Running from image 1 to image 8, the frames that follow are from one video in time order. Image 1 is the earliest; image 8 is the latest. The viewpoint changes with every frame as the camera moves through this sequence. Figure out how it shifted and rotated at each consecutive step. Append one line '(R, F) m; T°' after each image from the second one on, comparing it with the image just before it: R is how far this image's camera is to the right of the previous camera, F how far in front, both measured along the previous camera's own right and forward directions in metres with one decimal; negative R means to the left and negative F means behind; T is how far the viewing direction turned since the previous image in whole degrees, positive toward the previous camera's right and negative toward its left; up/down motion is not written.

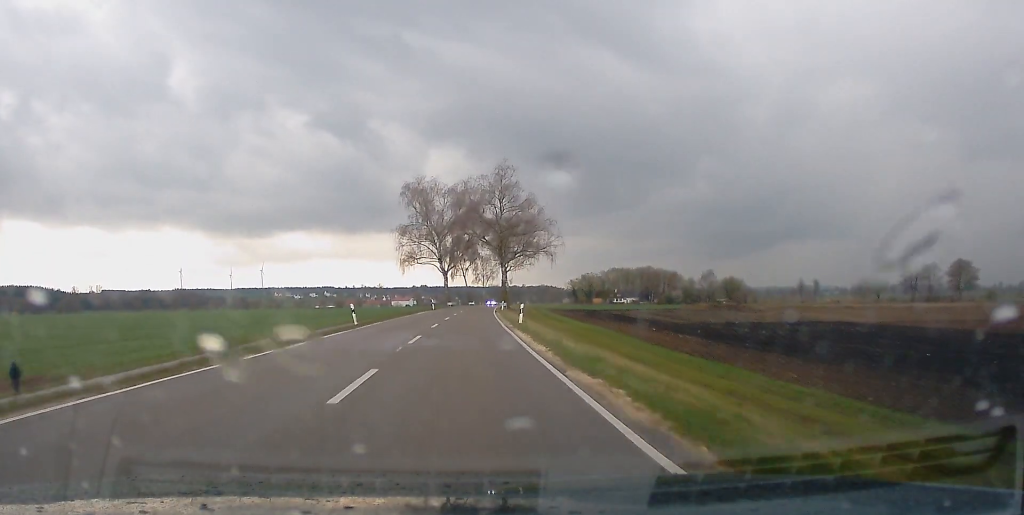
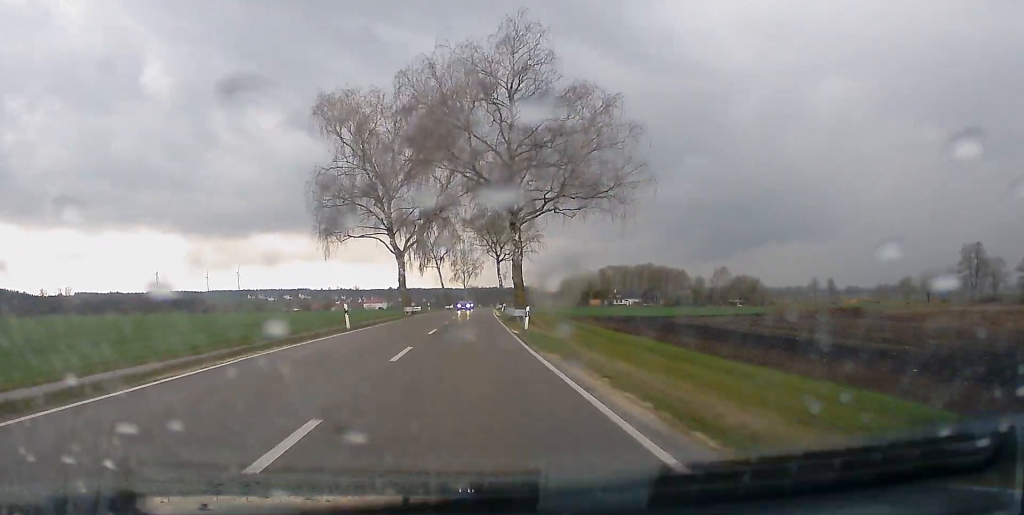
(+0.9, +53.2) m; +1°
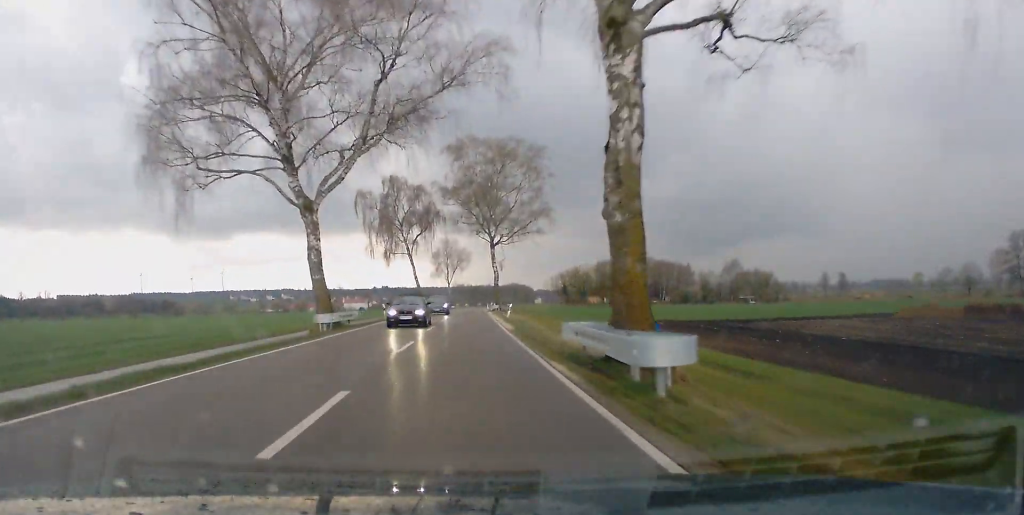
(0.0, +33.9) m; 0°
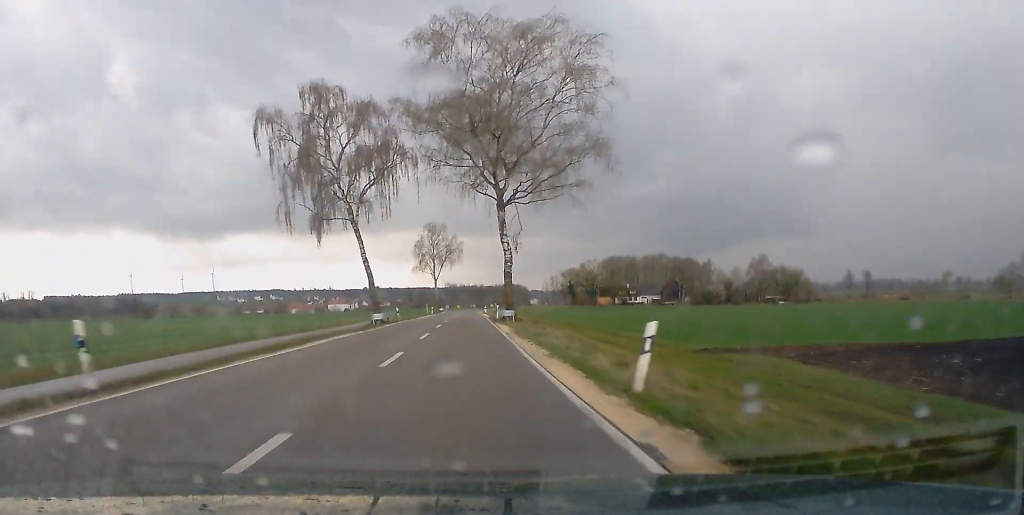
(+0.2, +40.8) m; +1°
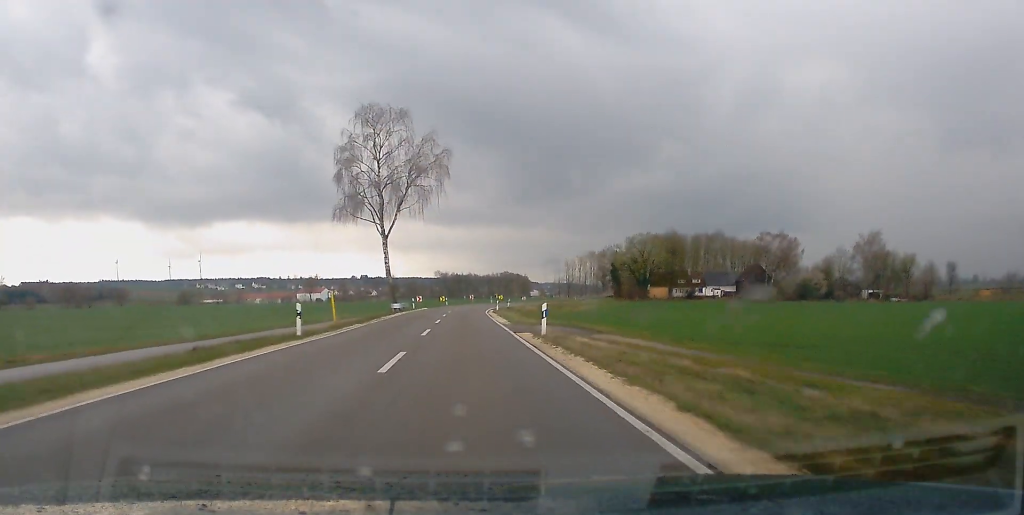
(+0.8, +85.6) m; +1°
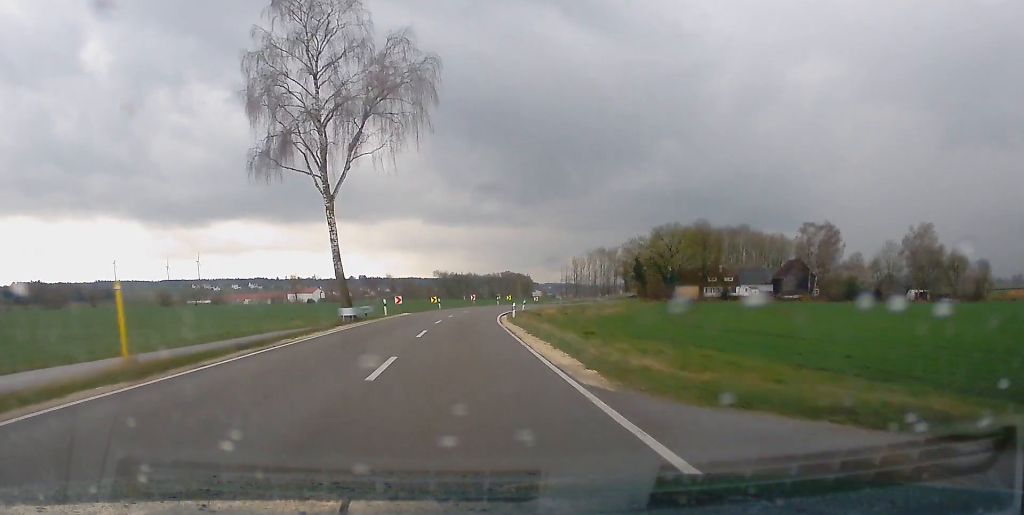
(+0.1, +25.3) m; +1°
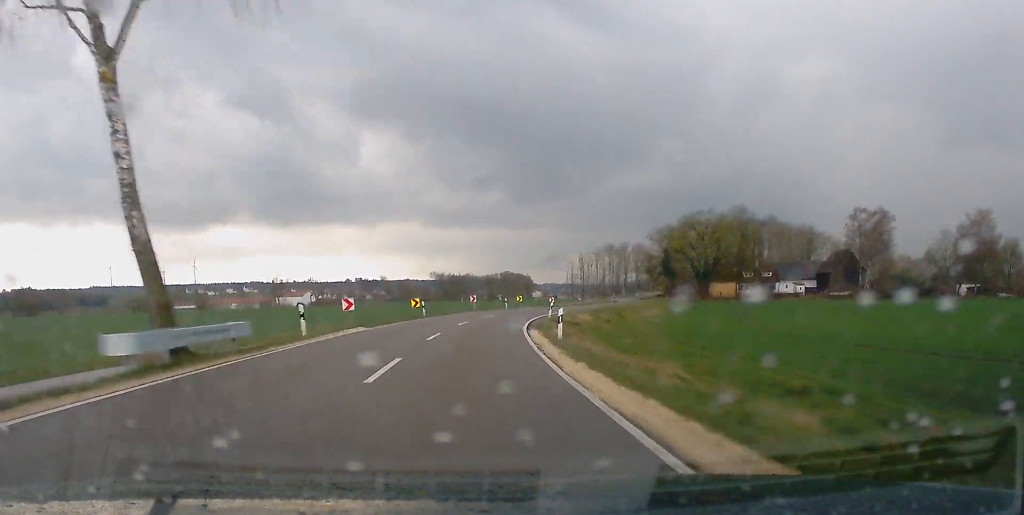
(-0.2, +24.5) m; +3°
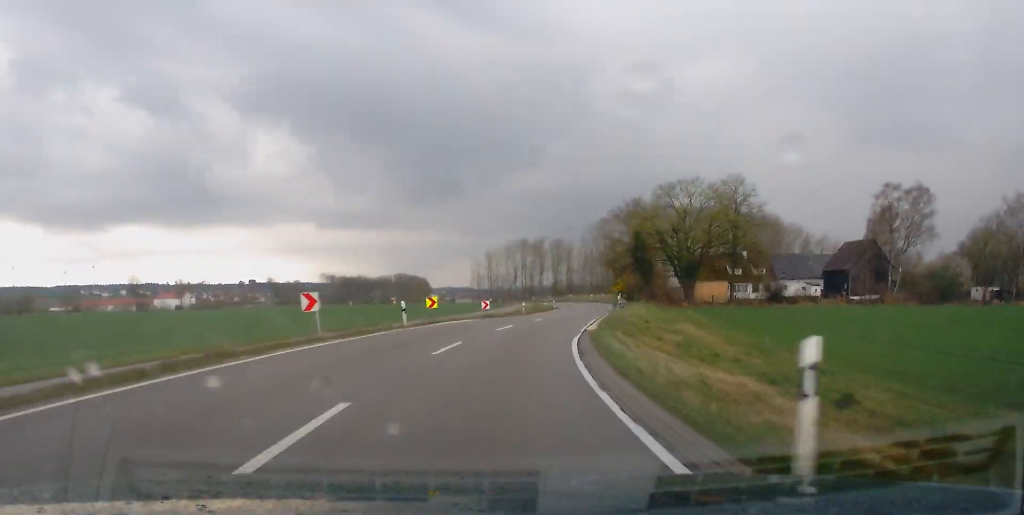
(+2.3, +41.6) m; +6°
